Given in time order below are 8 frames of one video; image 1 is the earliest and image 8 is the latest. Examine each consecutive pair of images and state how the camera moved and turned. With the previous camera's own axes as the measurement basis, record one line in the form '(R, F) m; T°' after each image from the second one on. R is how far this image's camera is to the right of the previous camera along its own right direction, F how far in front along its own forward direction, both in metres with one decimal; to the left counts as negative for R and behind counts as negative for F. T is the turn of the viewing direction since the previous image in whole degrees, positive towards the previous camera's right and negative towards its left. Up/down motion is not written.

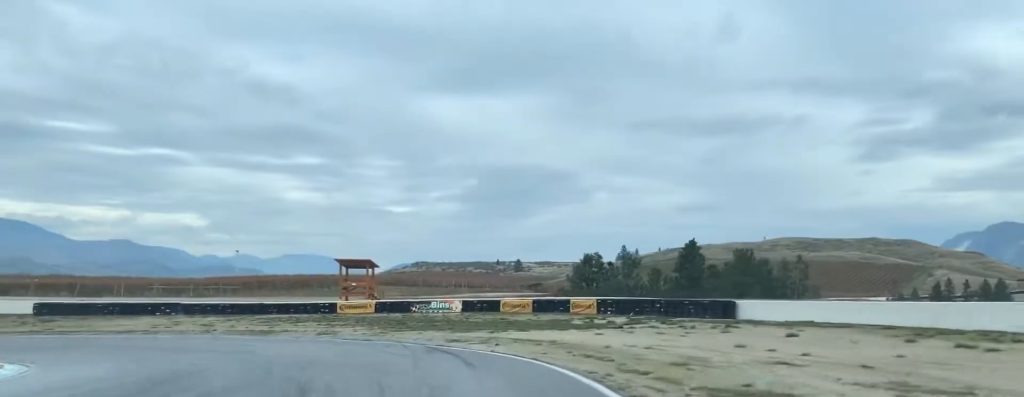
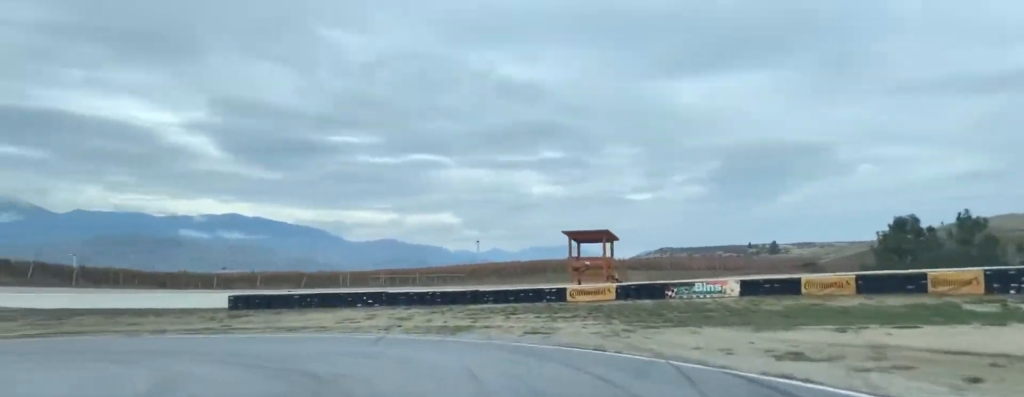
(-1.2, +18.5) m; -16°
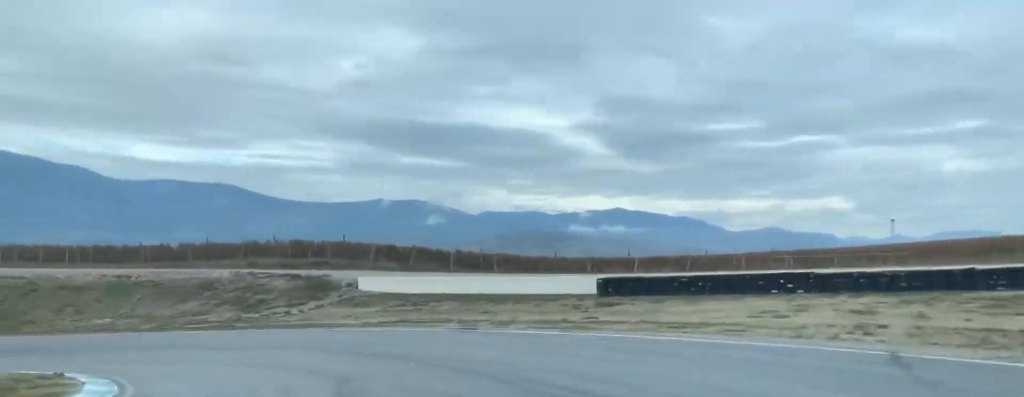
(-2.8, +15.6) m; -24°
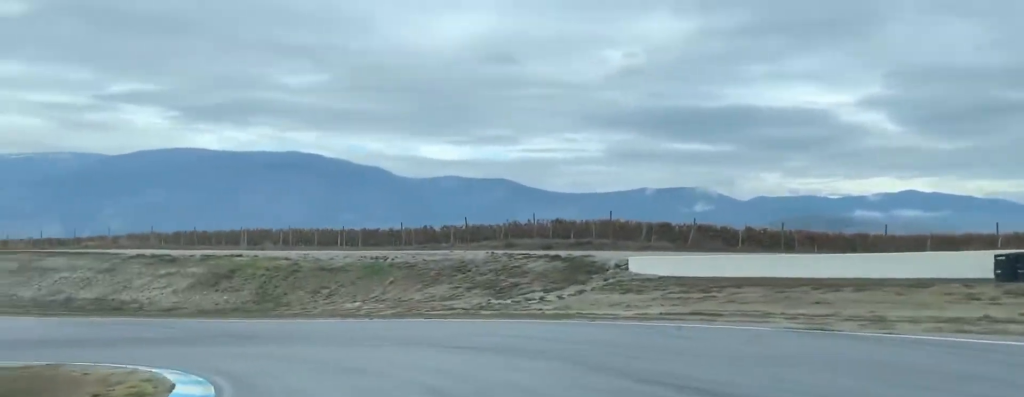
(-1.3, +11.1) m; -21°
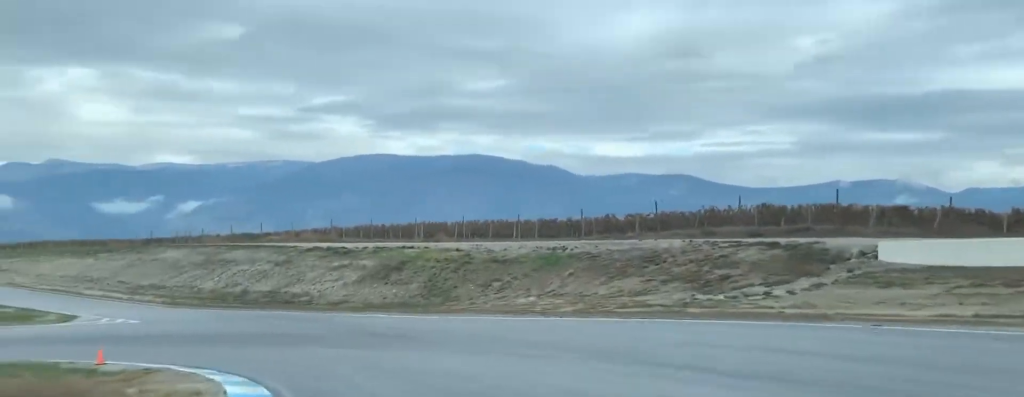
(-1.2, +7.3) m; -13°
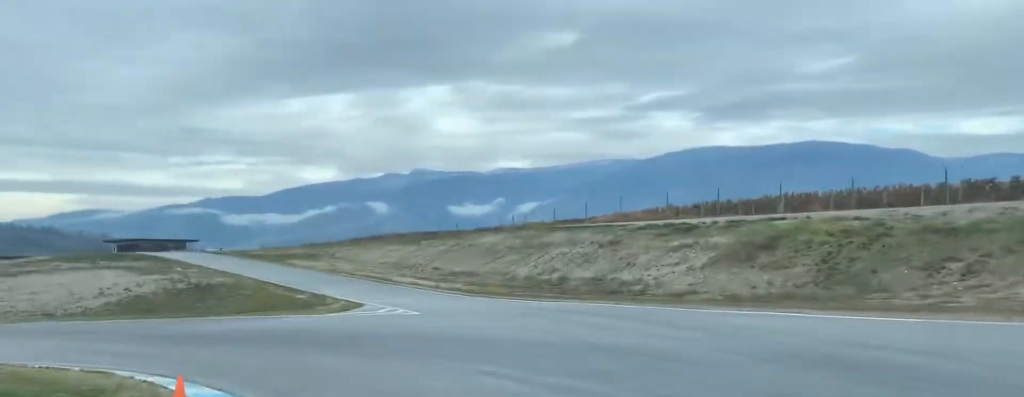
(-3.6, +15.7) m; -26°
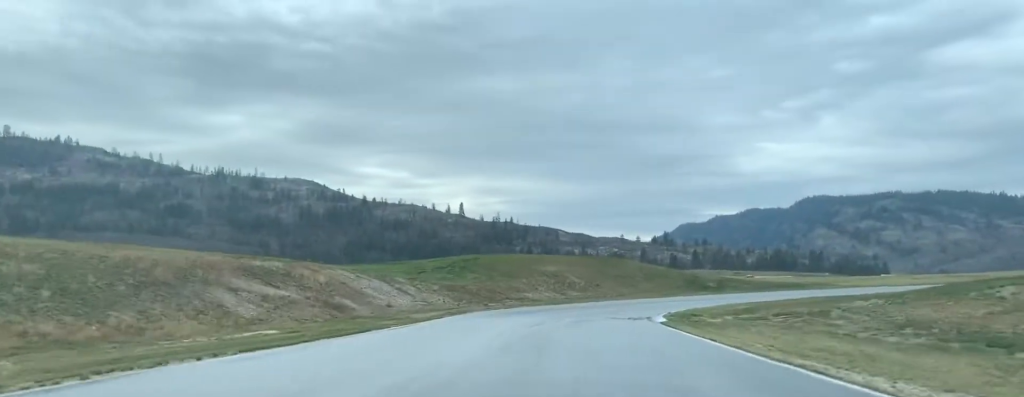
(-26.1, +44.4) m; -57°
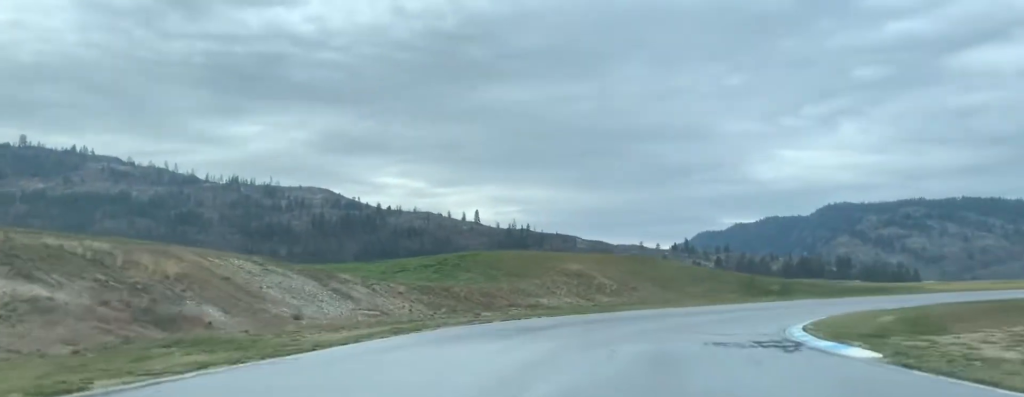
(-5.8, +27.4) m; -12°
